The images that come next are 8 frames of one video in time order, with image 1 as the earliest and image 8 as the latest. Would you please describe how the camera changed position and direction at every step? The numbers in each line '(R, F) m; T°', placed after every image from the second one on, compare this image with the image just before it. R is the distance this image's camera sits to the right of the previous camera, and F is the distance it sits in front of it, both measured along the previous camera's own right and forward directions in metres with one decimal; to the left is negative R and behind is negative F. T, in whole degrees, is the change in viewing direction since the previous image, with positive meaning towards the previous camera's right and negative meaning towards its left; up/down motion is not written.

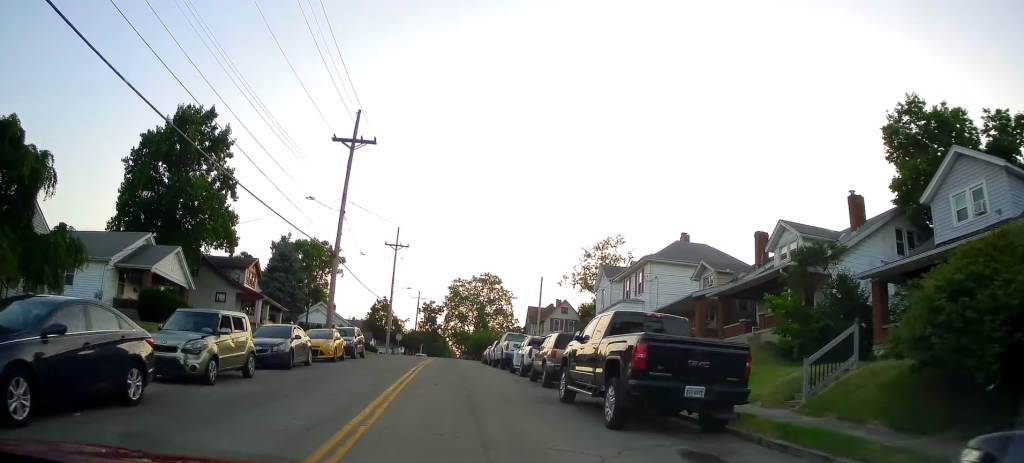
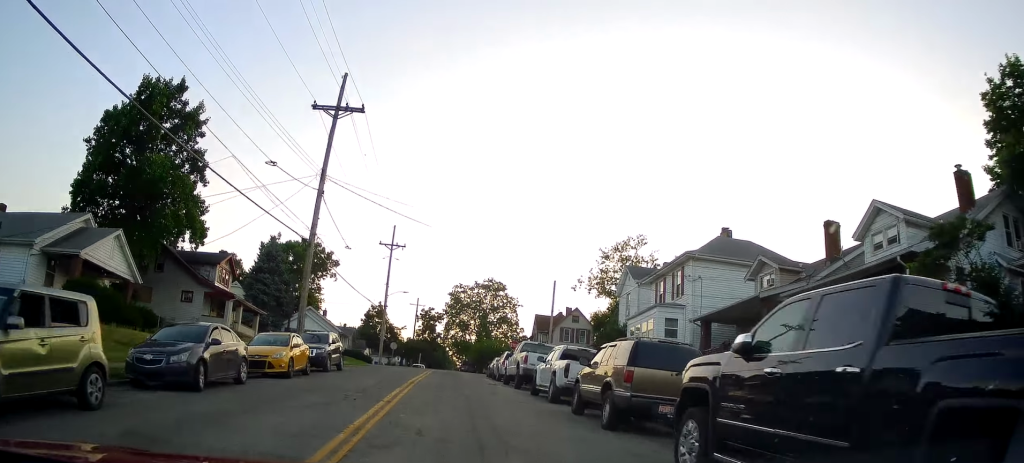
(0.0, +7.2) m; 0°
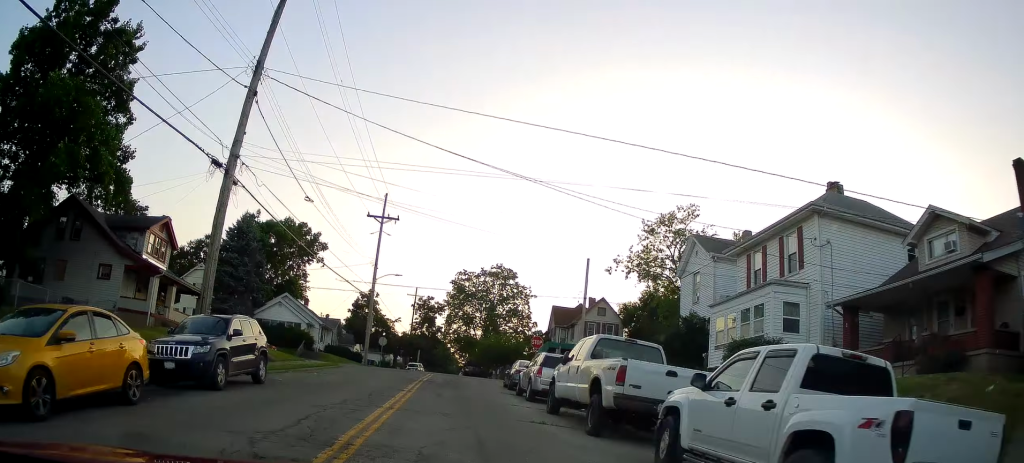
(0.0, +12.5) m; 0°
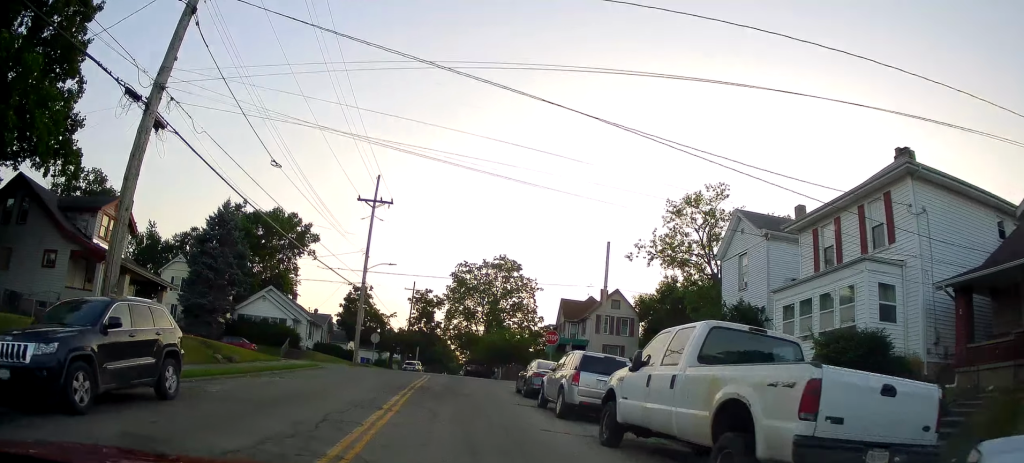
(0.0, +5.8) m; 0°
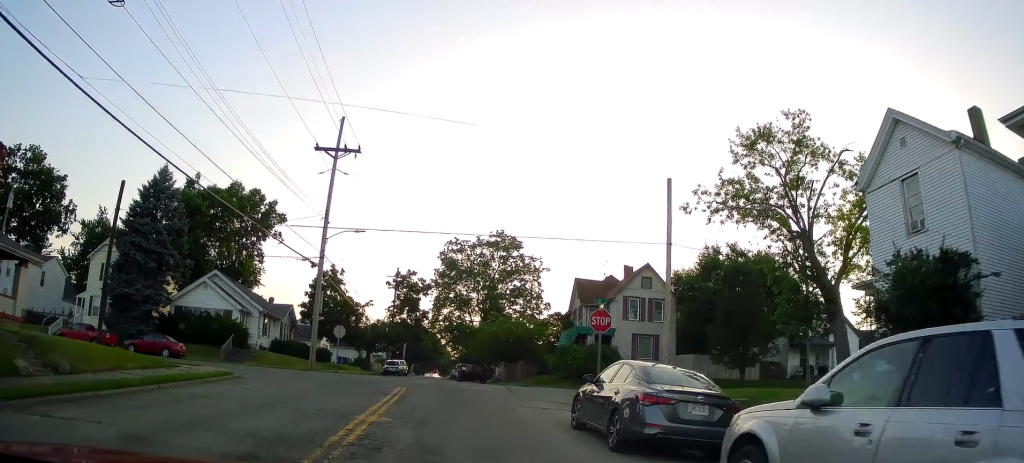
(0.0, +12.9) m; 0°
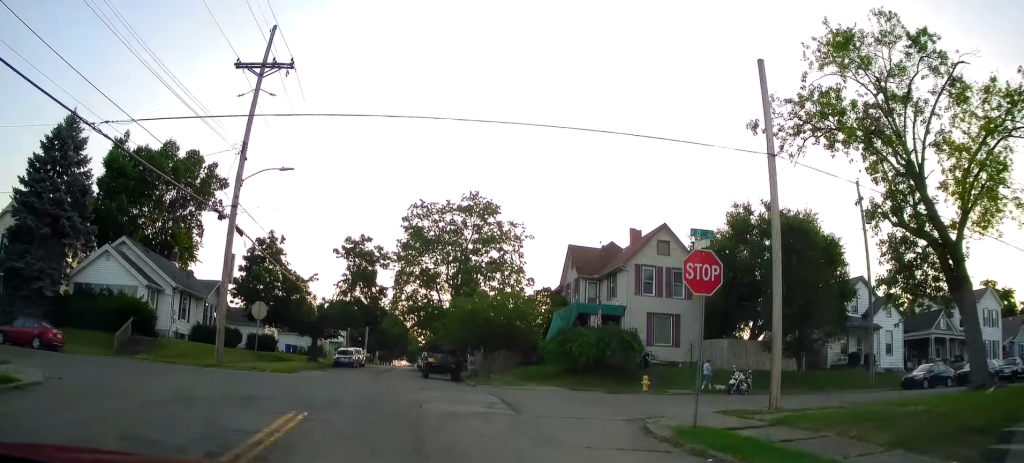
(0.0, +11.4) m; 0°
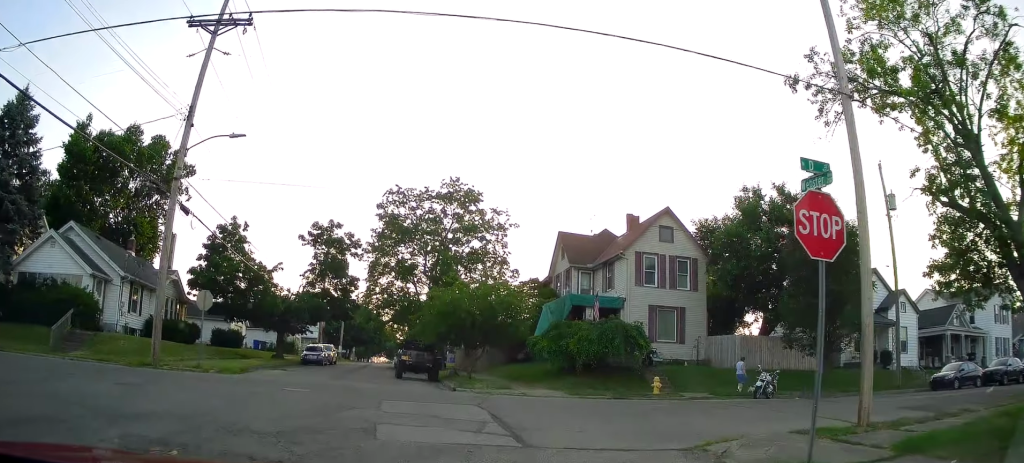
(0.0, +4.8) m; 0°
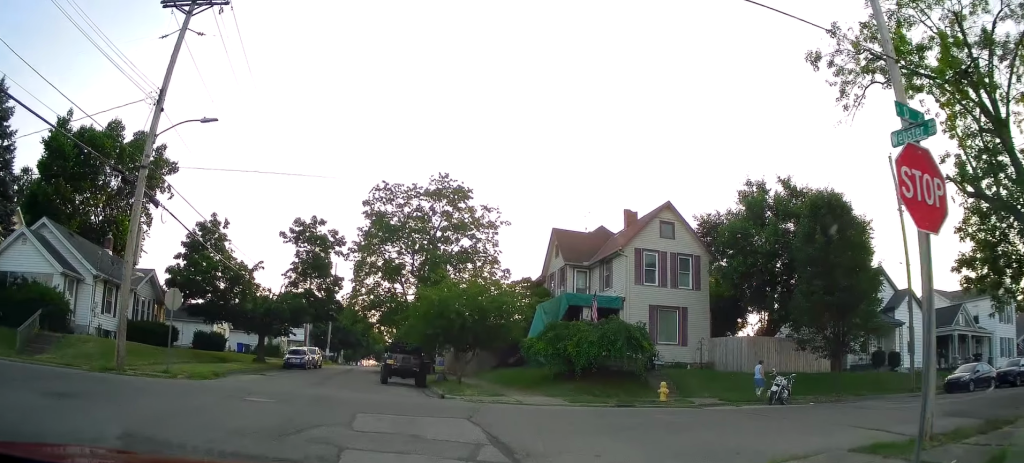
(0.0, +2.3) m; 0°
